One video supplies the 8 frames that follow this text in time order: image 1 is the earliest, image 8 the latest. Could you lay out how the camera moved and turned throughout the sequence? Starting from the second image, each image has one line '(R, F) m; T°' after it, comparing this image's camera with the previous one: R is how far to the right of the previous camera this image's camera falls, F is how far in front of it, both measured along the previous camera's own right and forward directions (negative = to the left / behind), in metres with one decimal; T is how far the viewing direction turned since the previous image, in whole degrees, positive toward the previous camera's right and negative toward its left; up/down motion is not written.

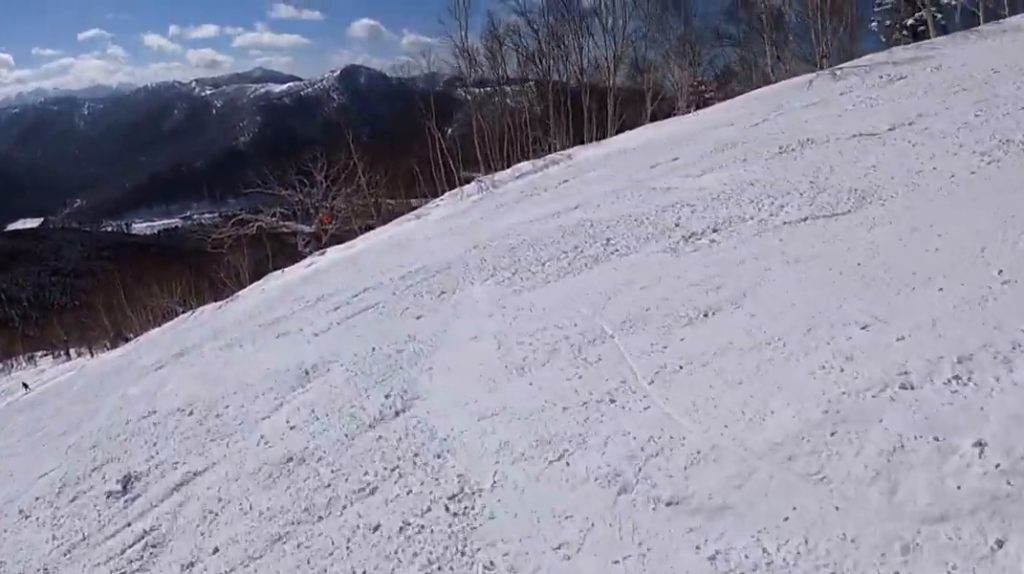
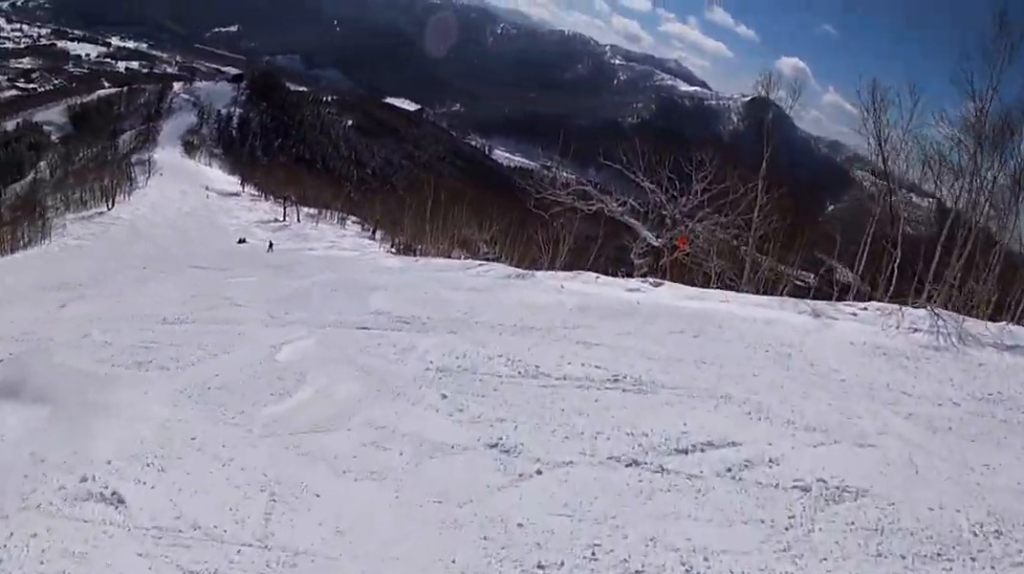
(+0.1, +6.1) m; -44°
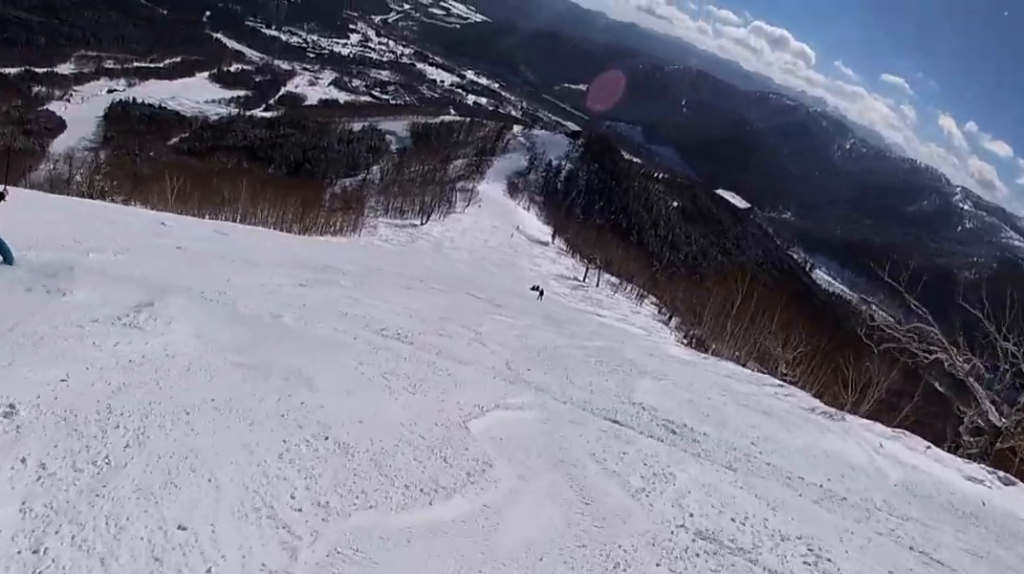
(-2.0, +2.3) m; -23°
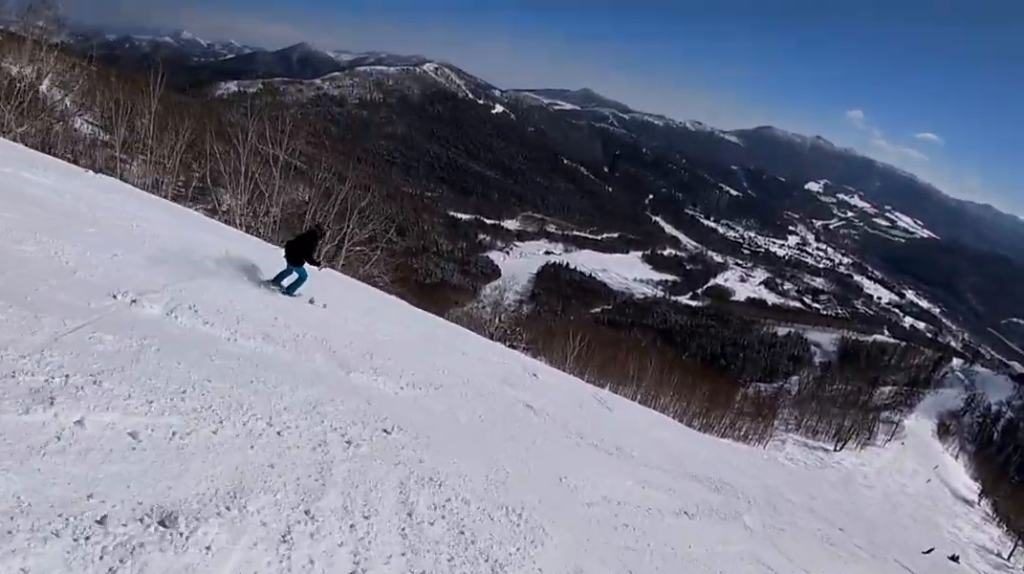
(-1.9, +5.5) m; -8°
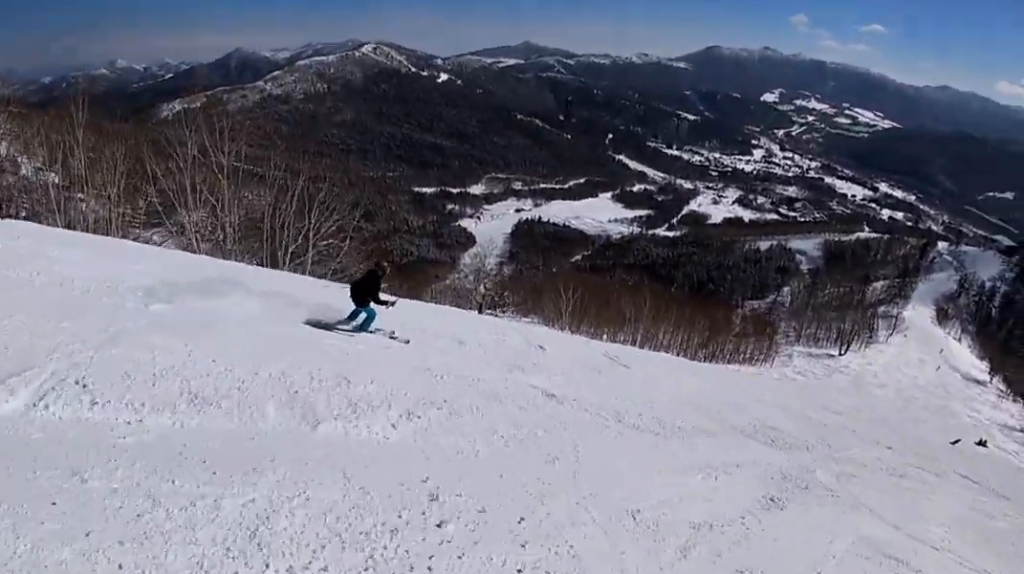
(-0.4, +2.4) m; +9°
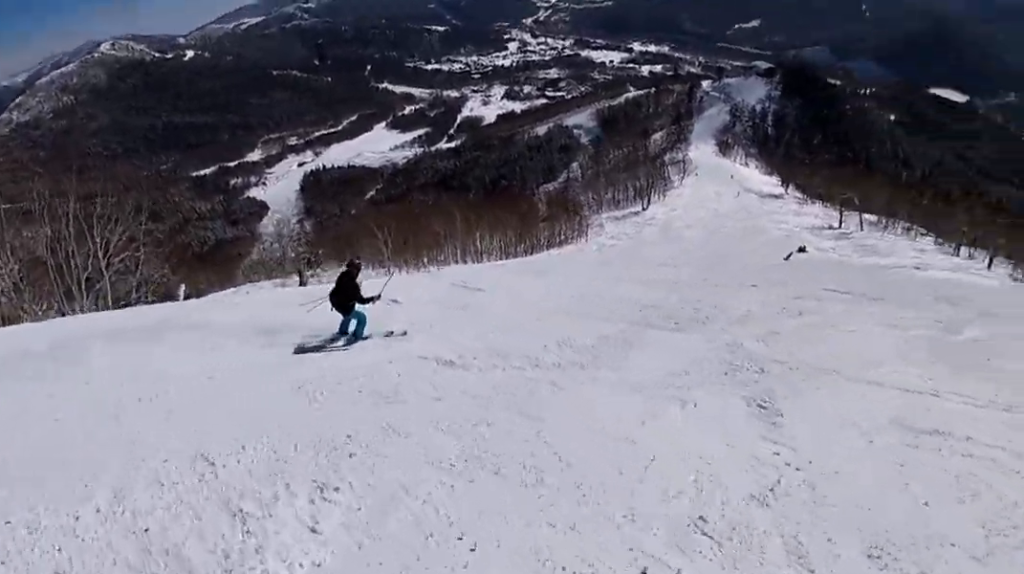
(+0.8, +2.4) m; +21°
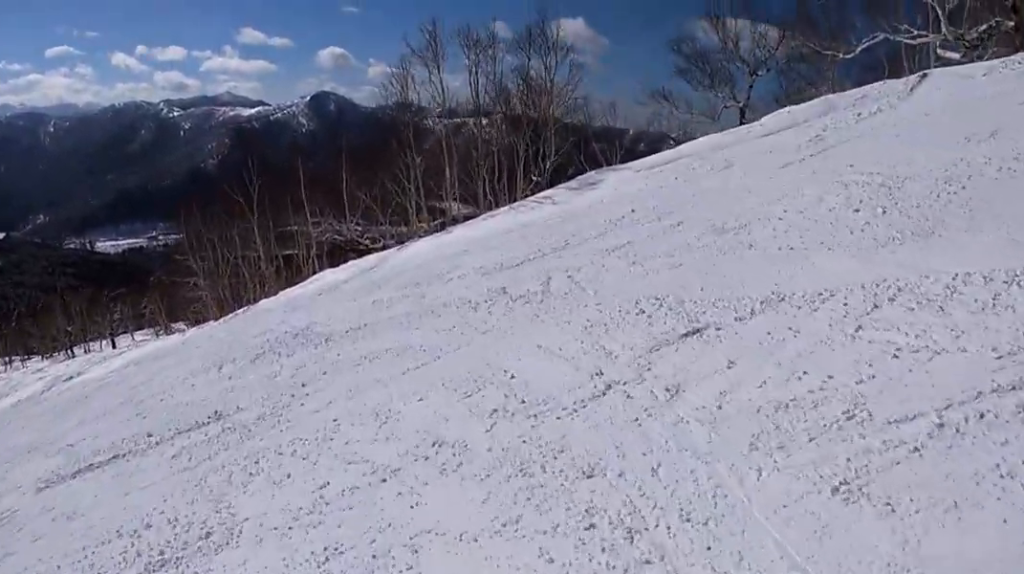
(+11.4, +11.7) m; +53°
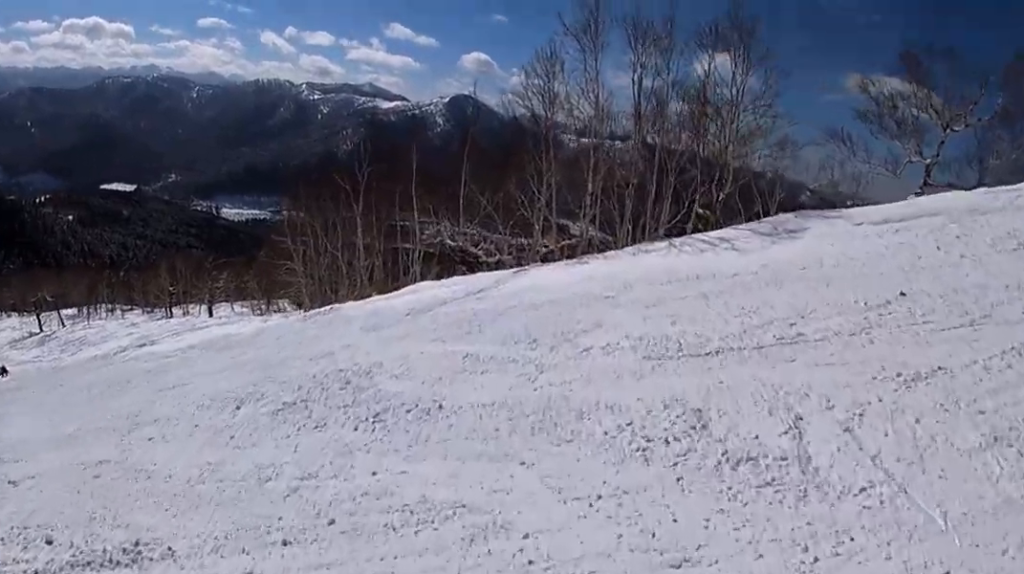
(+1.1, +3.6) m; -11°
